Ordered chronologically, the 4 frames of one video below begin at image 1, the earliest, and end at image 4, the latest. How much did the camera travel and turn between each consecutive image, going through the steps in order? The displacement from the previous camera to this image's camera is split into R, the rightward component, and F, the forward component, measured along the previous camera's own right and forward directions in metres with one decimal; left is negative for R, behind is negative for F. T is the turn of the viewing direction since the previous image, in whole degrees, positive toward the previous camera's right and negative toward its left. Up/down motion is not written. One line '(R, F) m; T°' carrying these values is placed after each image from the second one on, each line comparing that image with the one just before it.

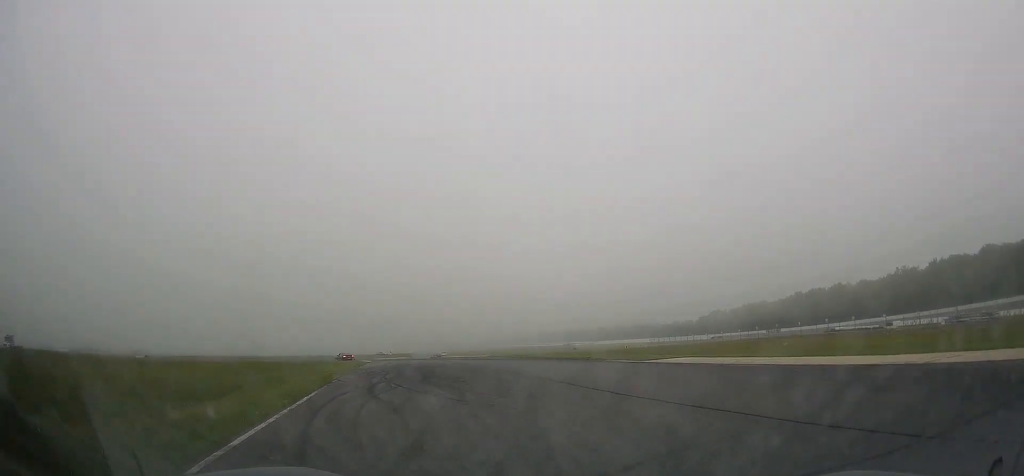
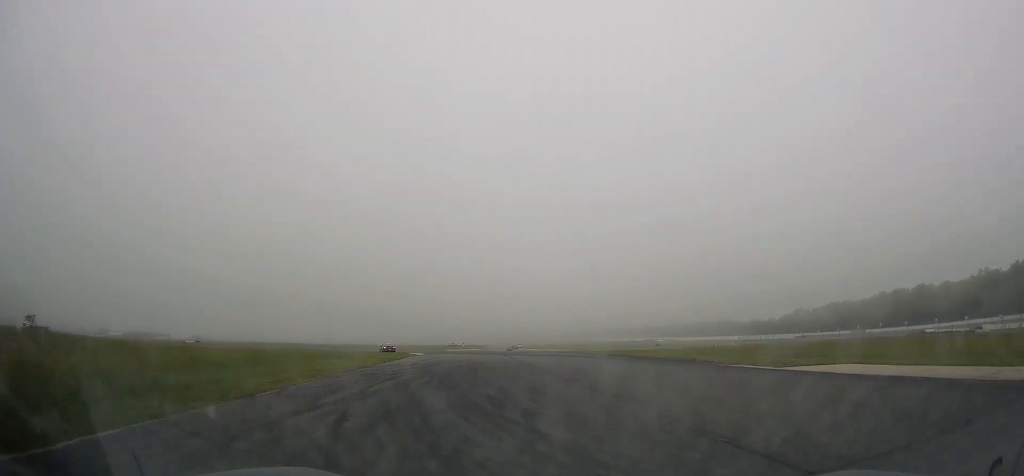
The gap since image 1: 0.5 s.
(-0.6, +9.6) m; -9°
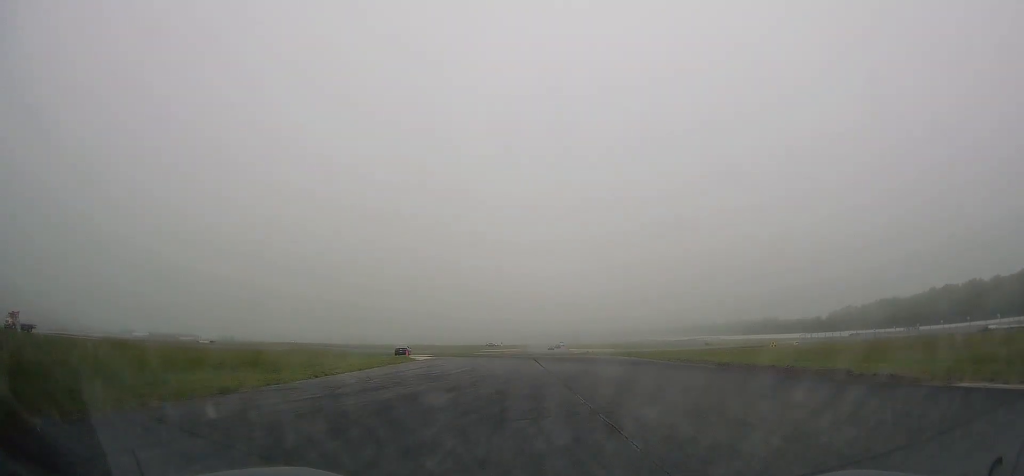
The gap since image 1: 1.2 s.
(-1.2, +12.6) m; -7°
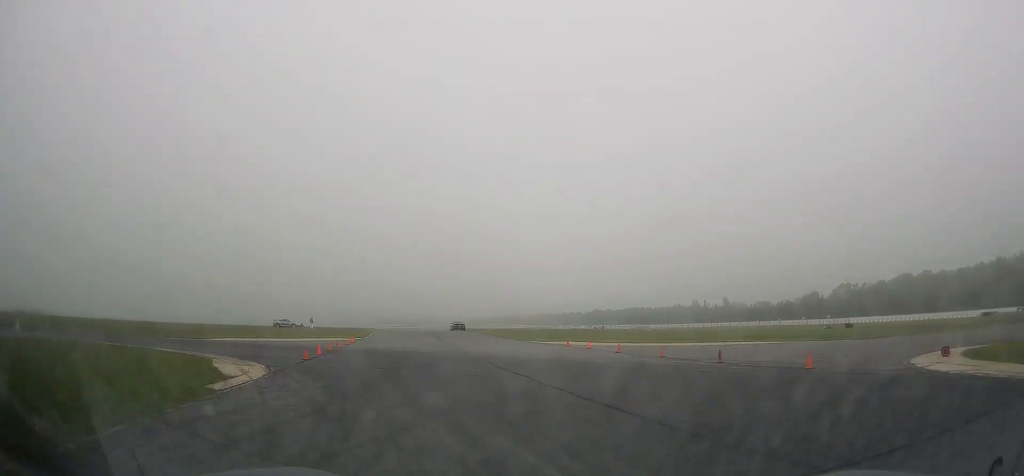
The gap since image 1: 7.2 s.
(+2.4, +126.0) m; +18°
